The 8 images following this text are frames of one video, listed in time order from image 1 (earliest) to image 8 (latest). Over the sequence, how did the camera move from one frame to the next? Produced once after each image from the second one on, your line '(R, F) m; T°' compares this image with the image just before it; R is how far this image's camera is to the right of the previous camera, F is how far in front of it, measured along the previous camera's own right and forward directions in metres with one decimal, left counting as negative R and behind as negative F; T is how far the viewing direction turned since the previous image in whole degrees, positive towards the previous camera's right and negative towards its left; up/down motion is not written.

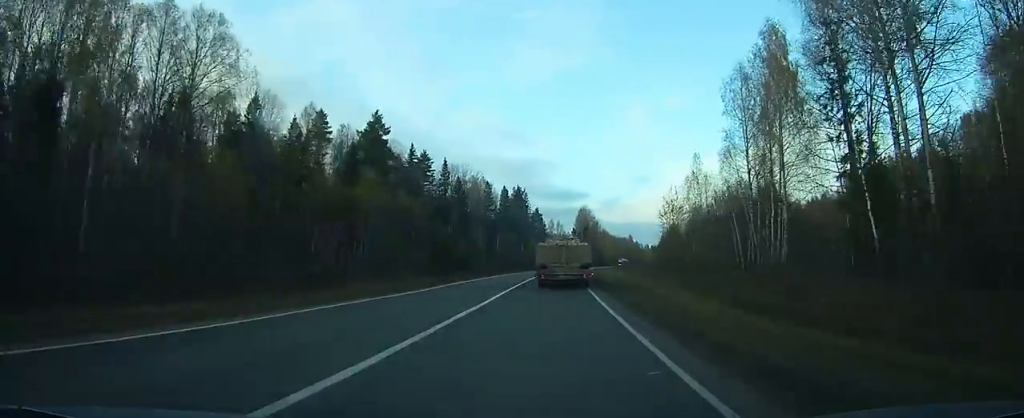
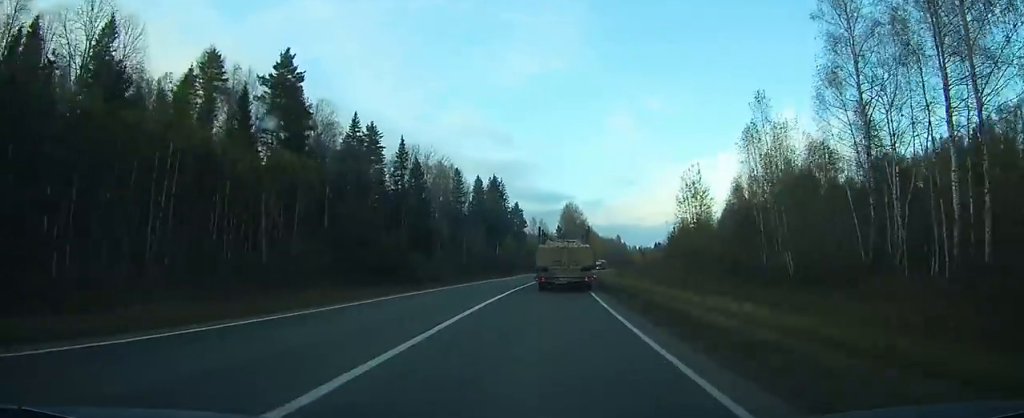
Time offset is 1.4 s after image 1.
(+0.7, +31.5) m; +2°
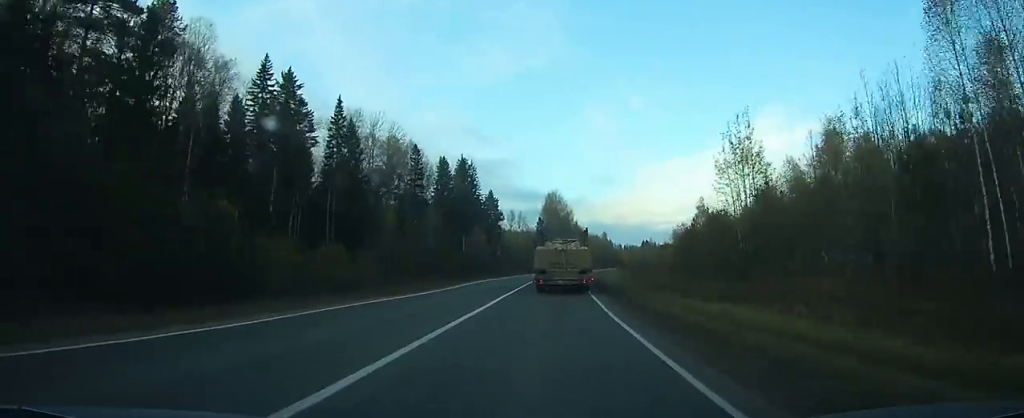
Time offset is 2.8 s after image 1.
(+0.5, +31.1) m; +2°
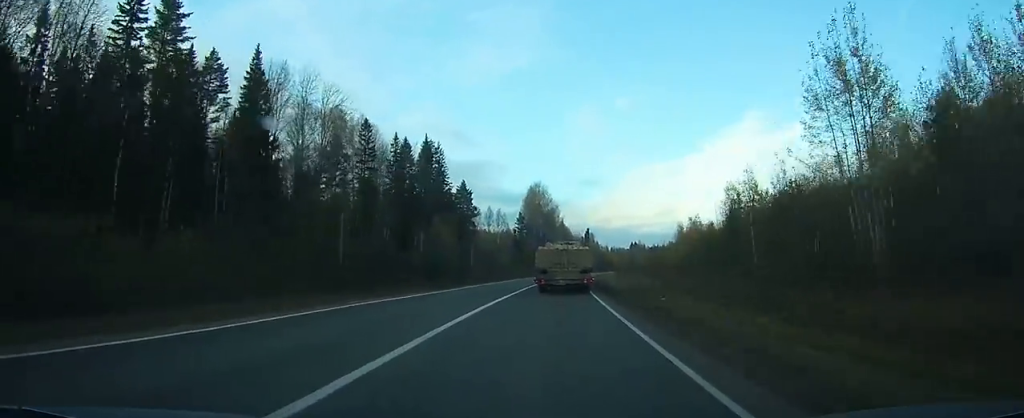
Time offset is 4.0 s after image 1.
(+0.2, +26.5) m; +2°
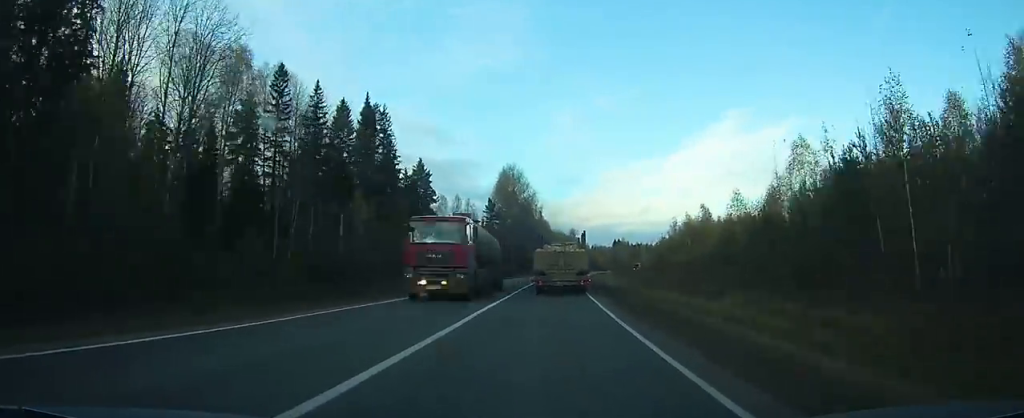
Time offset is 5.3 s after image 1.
(+0.5, +29.1) m; +2°
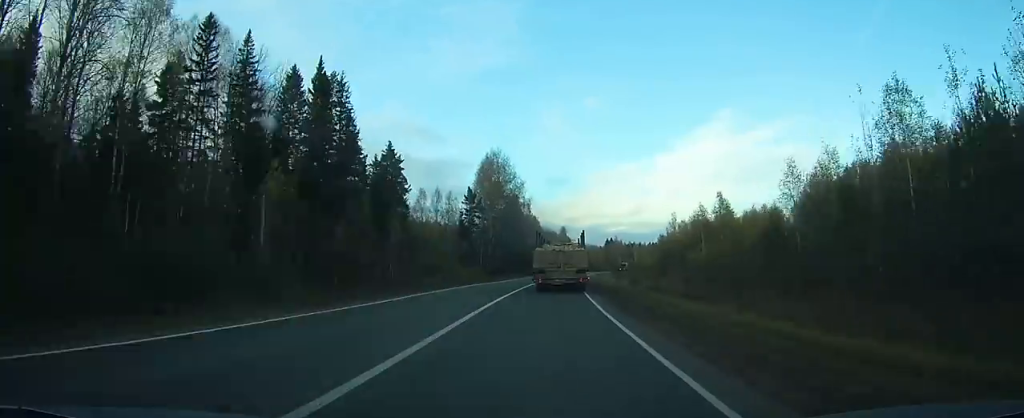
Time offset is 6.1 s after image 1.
(+0.1, +17.4) m; +1°
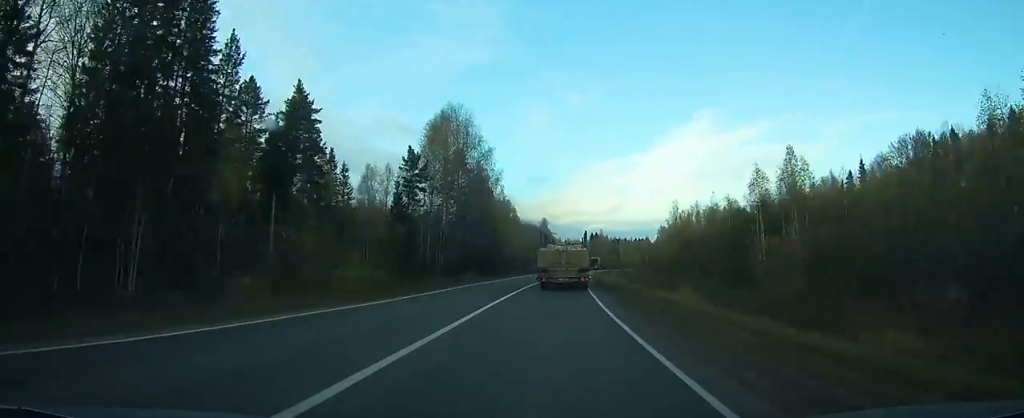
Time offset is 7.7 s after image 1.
(+0.6, +34.5) m; +2°
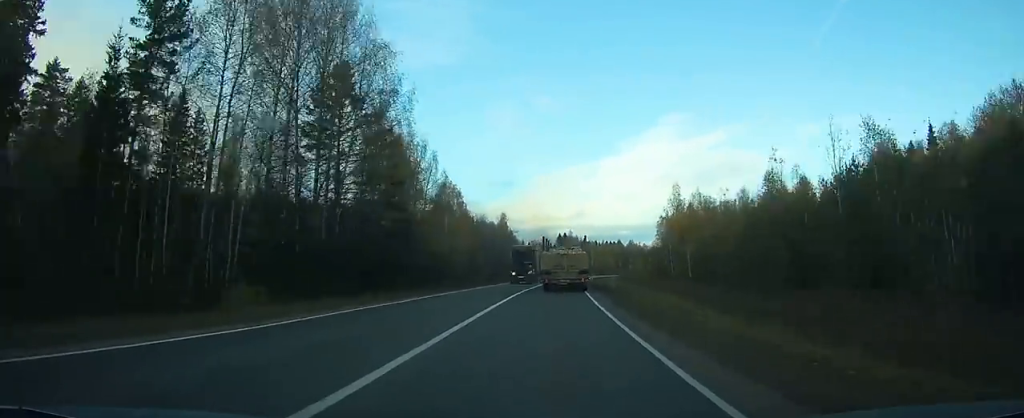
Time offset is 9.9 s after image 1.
(+1.3, +47.4) m; +3°
